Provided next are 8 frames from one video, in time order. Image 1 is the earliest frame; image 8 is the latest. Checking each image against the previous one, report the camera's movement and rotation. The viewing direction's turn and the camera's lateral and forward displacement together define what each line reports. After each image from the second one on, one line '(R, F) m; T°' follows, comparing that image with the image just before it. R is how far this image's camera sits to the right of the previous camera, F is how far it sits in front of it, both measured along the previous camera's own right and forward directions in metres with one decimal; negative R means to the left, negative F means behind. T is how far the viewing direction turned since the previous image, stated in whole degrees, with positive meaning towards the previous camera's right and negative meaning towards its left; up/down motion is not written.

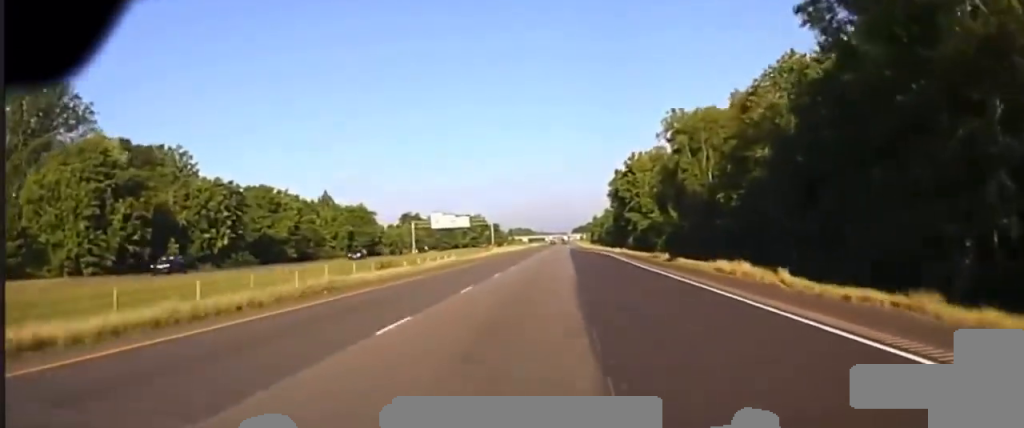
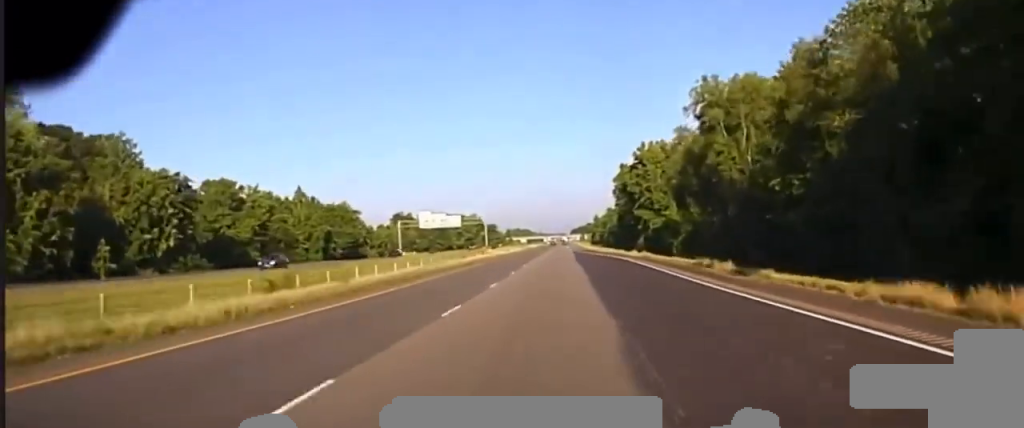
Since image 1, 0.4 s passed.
(0.0, +17.3) m; 0°
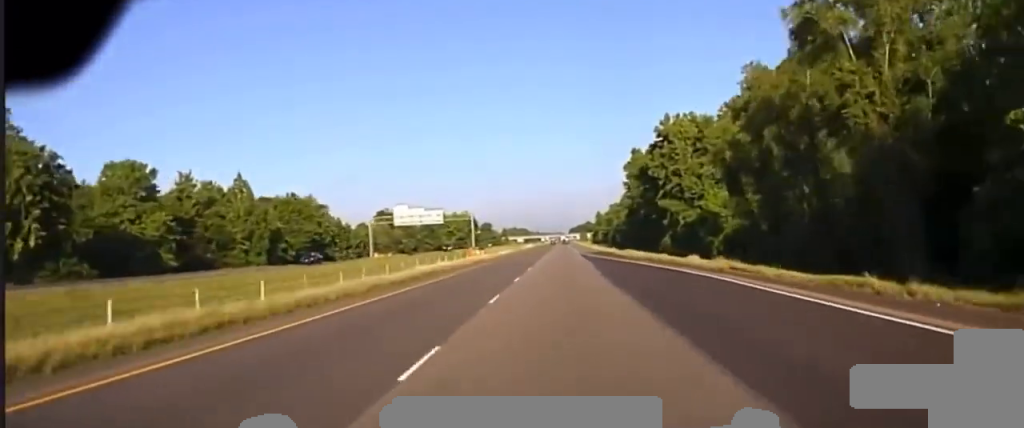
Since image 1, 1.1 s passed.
(0.0, +28.9) m; 0°
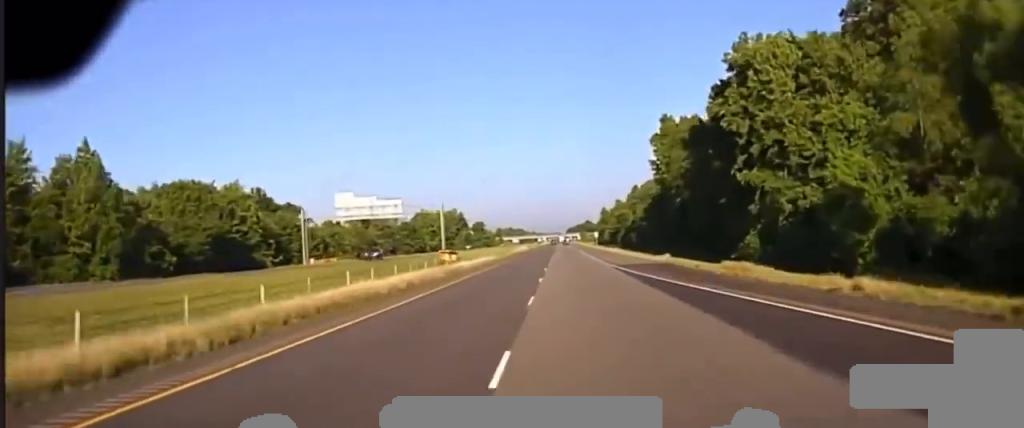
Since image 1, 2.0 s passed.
(0.0, +45.4) m; 0°
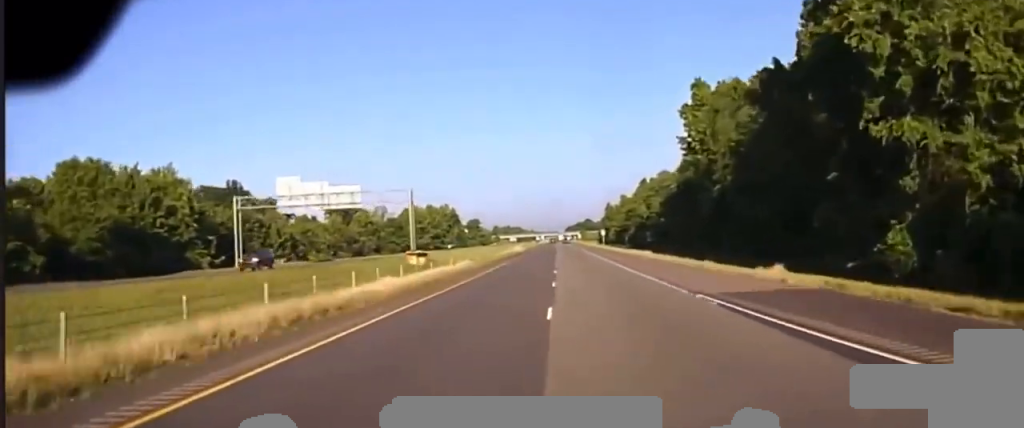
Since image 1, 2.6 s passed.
(-0.2, +29.8) m; 0°
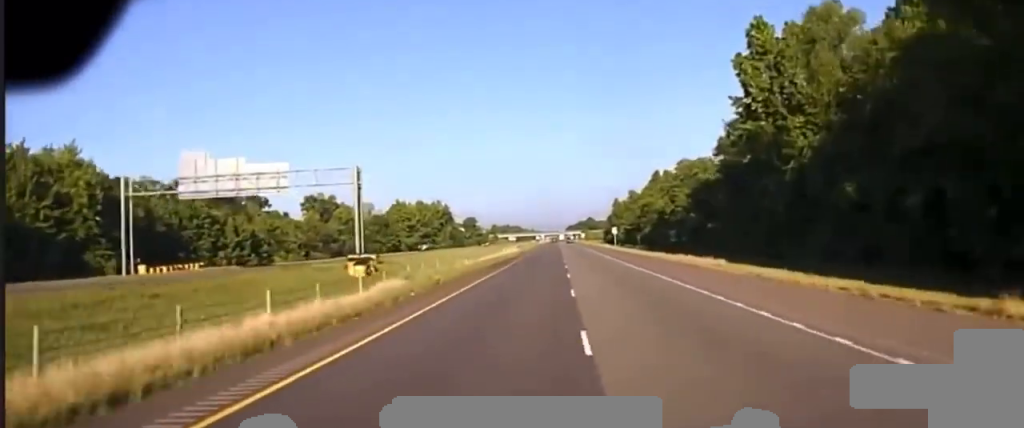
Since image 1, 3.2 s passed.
(-0.1, +26.8) m; 0°
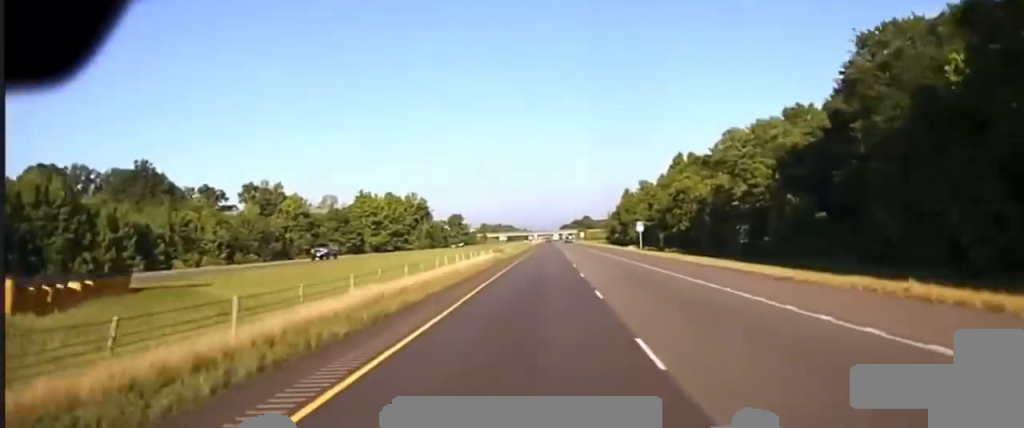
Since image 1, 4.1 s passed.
(+0.5, +51.1) m; +1°
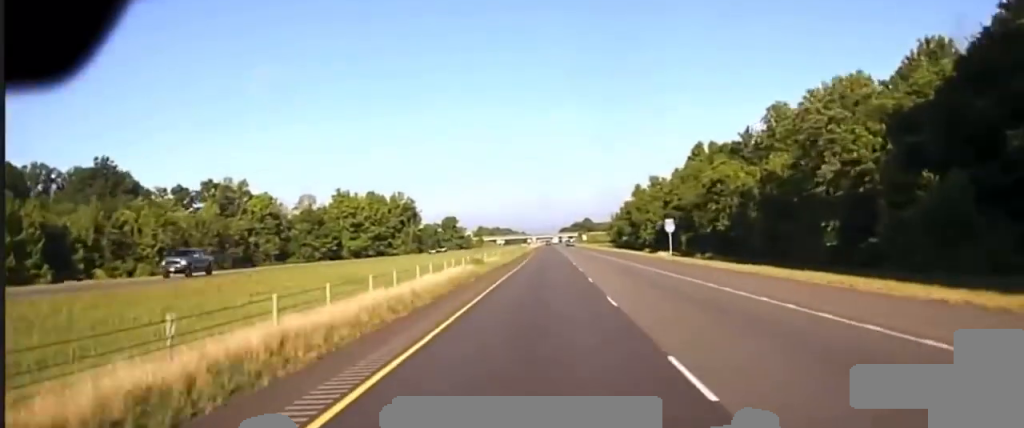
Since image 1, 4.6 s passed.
(0.0, +27.9) m; 0°
